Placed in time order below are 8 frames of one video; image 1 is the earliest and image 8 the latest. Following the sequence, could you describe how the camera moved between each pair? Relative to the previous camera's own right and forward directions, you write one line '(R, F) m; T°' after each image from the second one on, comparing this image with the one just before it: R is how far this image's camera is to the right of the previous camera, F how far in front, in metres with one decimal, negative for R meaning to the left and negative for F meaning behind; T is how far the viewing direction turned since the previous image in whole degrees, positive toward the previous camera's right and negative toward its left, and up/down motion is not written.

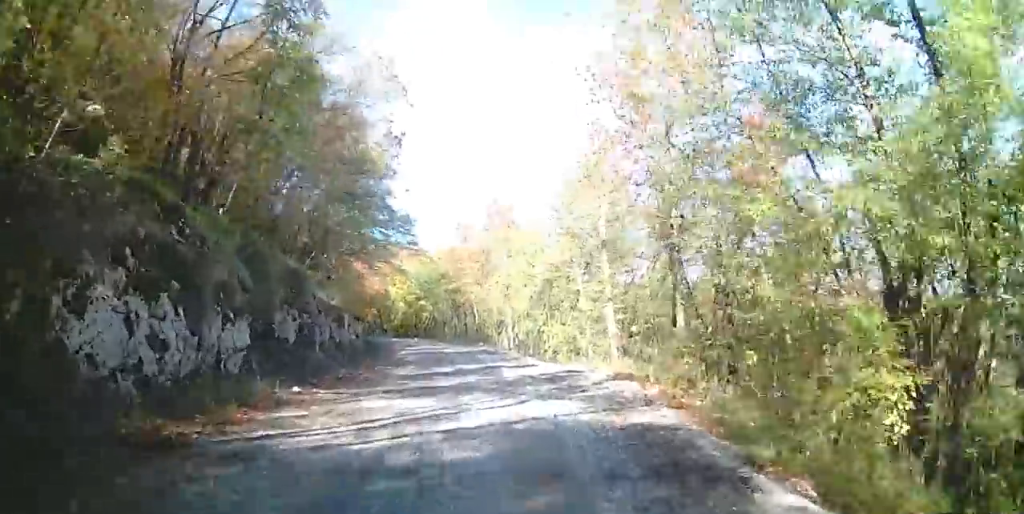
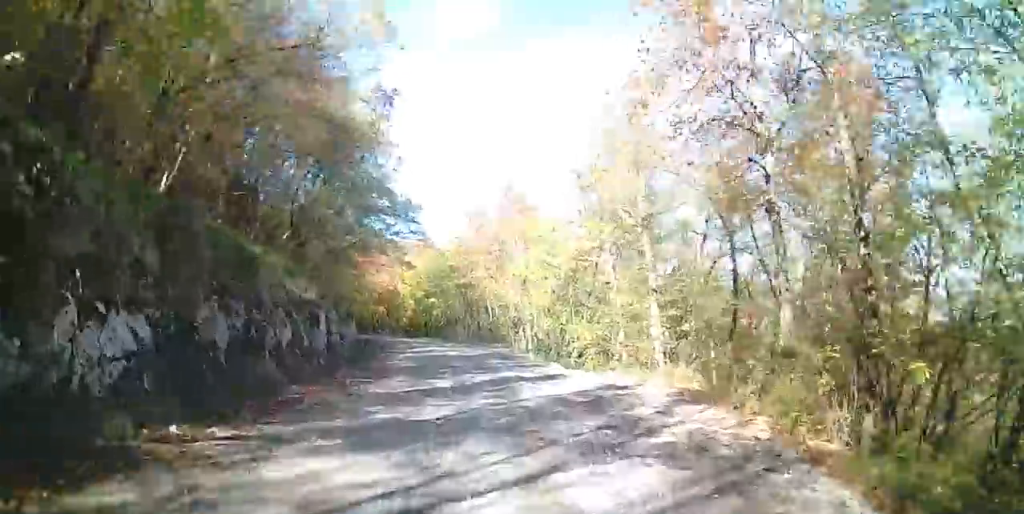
(-0.3, +4.7) m; -2°
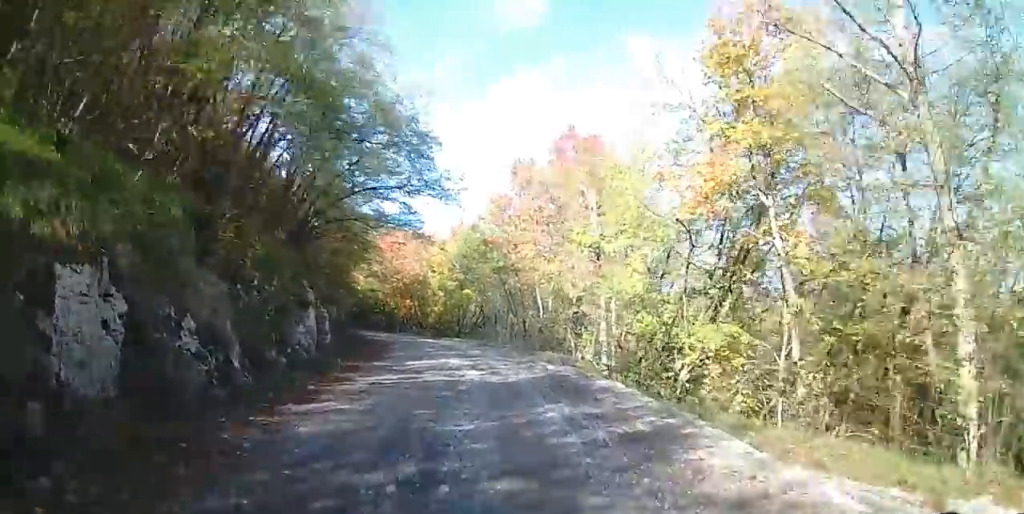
(-0.3, +12.0) m; -4°
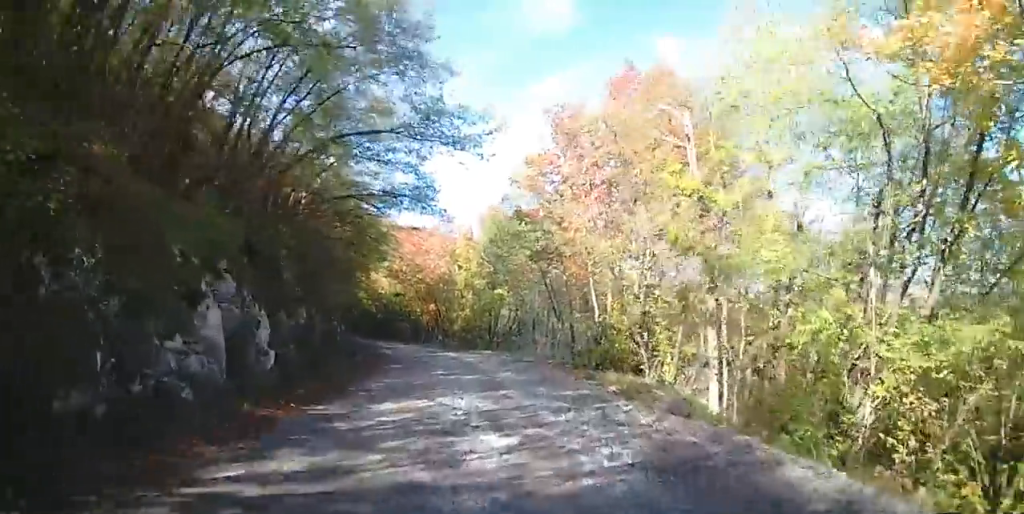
(-0.4, +7.5) m; -6°
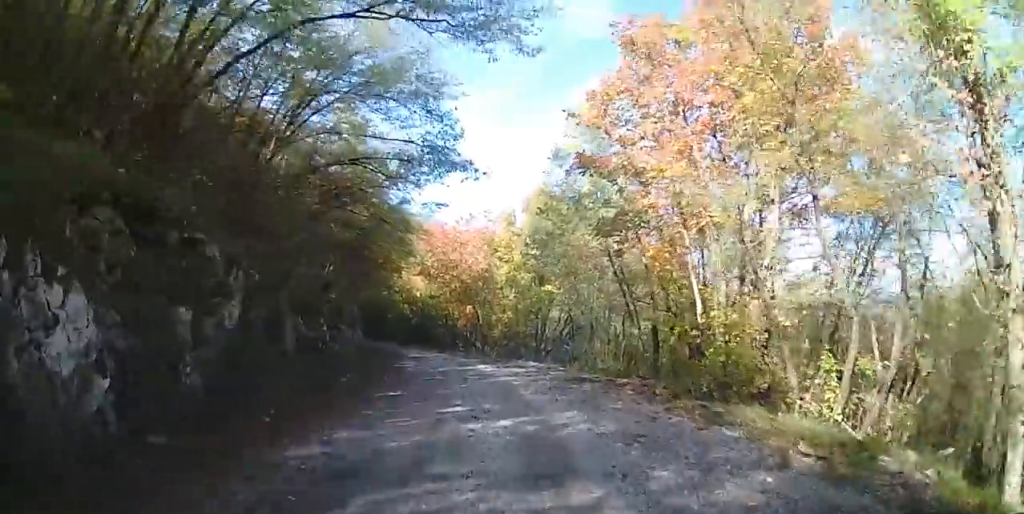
(-0.4, +7.2) m; -2°
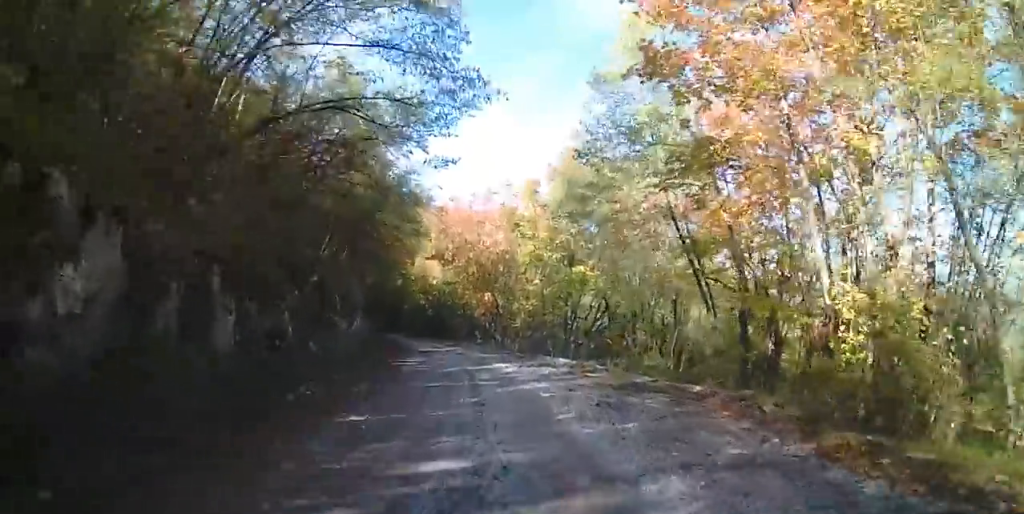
(0.0, +5.0) m; -2°
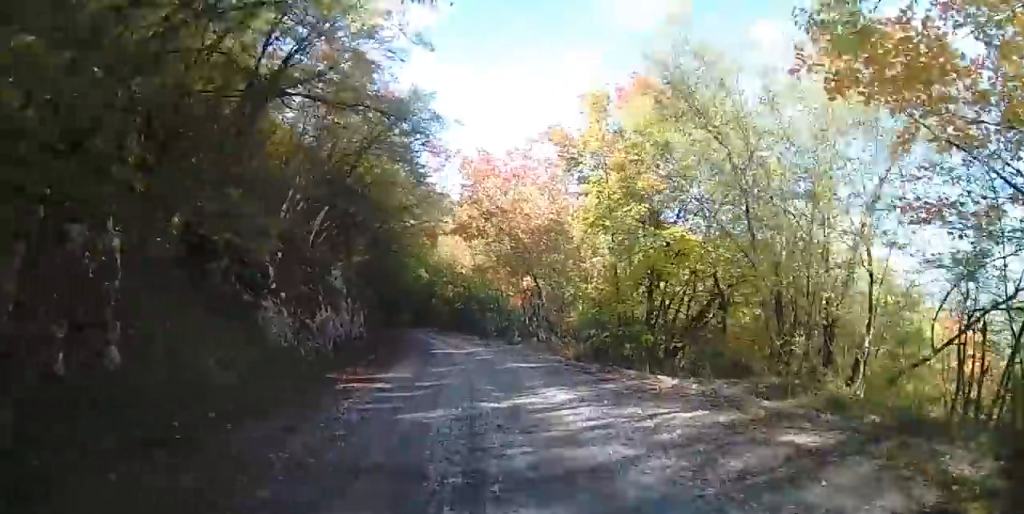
(-0.2, +10.1) m; -7°
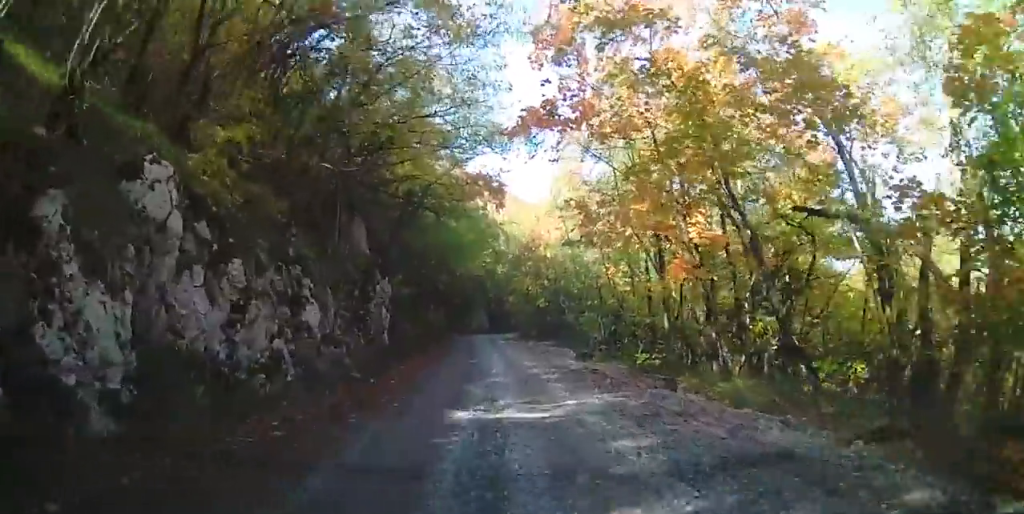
(-2.3, +17.2) m; -9°
